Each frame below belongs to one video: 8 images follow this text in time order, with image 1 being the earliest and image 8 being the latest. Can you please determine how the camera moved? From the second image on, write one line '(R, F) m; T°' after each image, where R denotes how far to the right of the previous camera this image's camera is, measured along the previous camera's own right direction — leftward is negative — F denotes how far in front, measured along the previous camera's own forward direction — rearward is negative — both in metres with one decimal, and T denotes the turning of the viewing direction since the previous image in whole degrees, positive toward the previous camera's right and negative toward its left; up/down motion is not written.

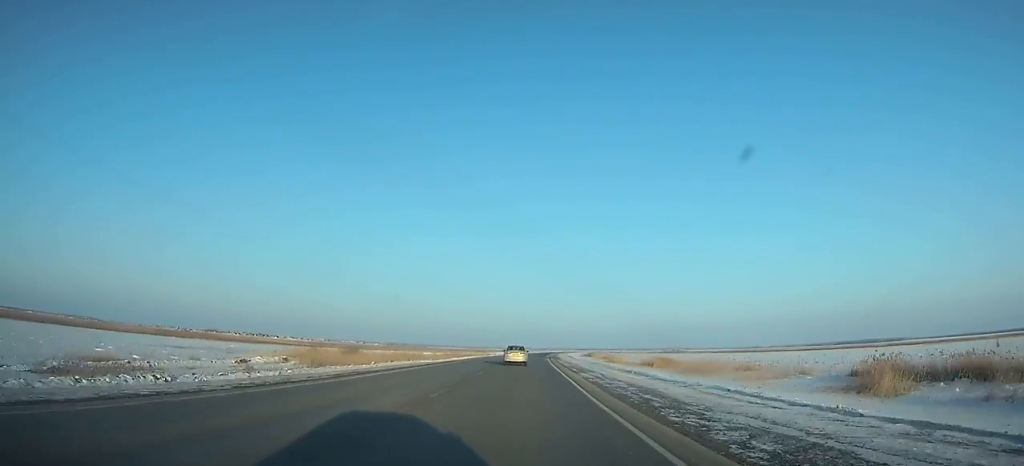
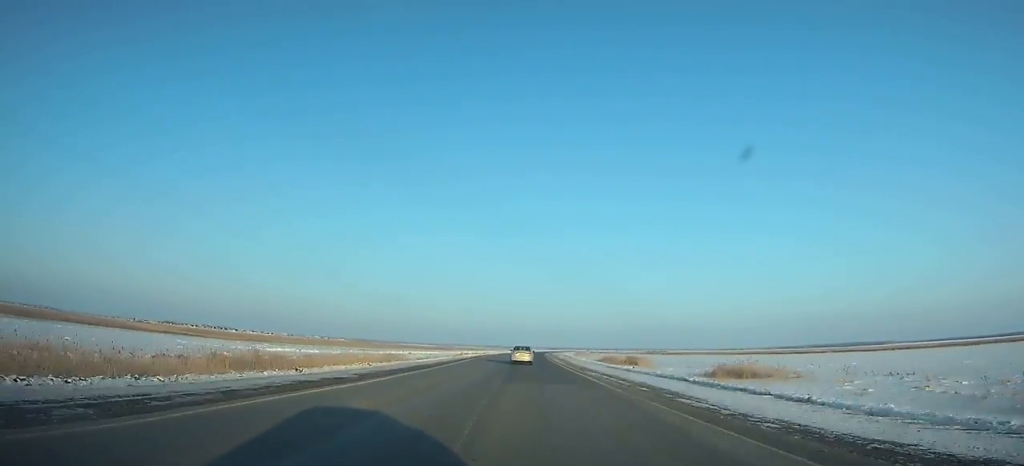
(+1.5, +109.8) m; +2°
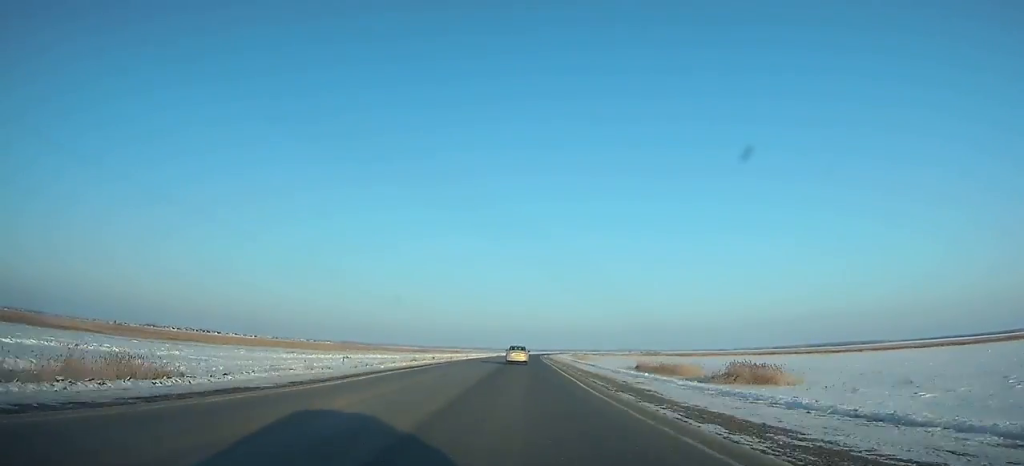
(+0.8, +51.5) m; +1°
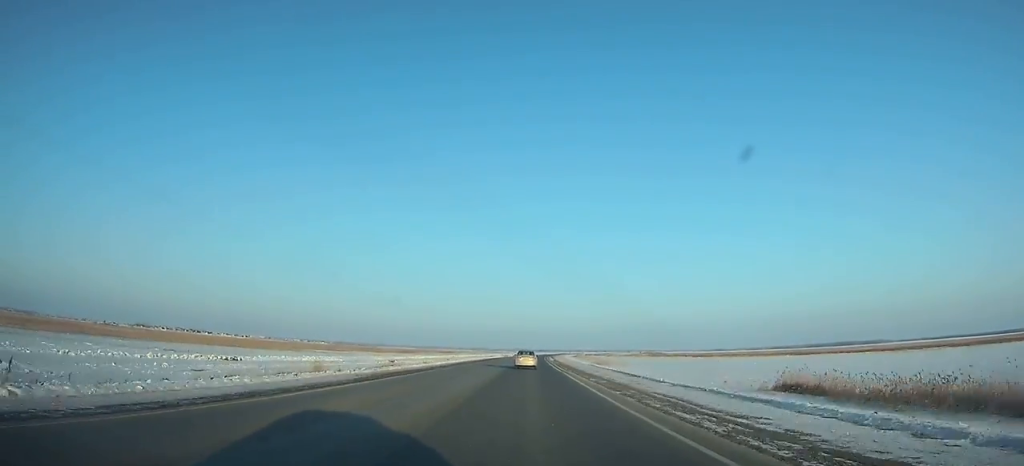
(+0.4, +46.6) m; +1°
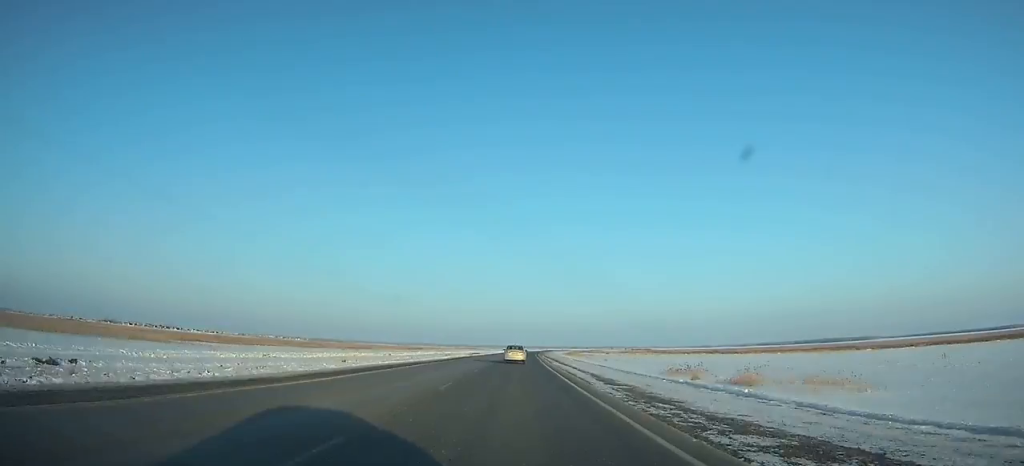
(+1.1, +80.8) m; +1°
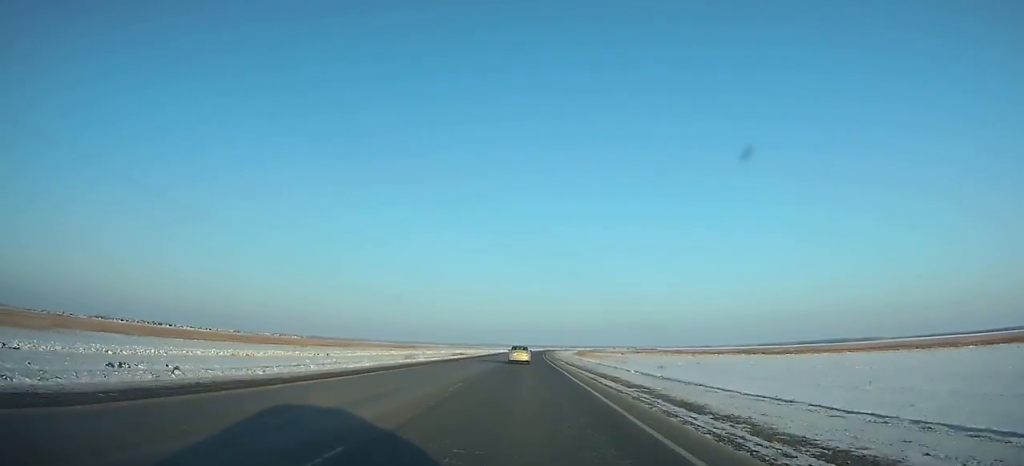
(+0.1, +48.9) m; +1°
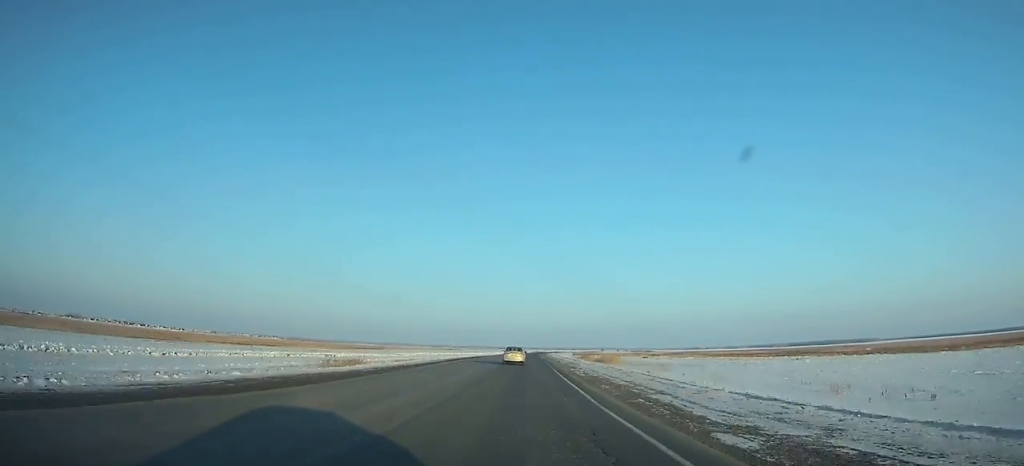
(+0.7, +83.3) m; +1°
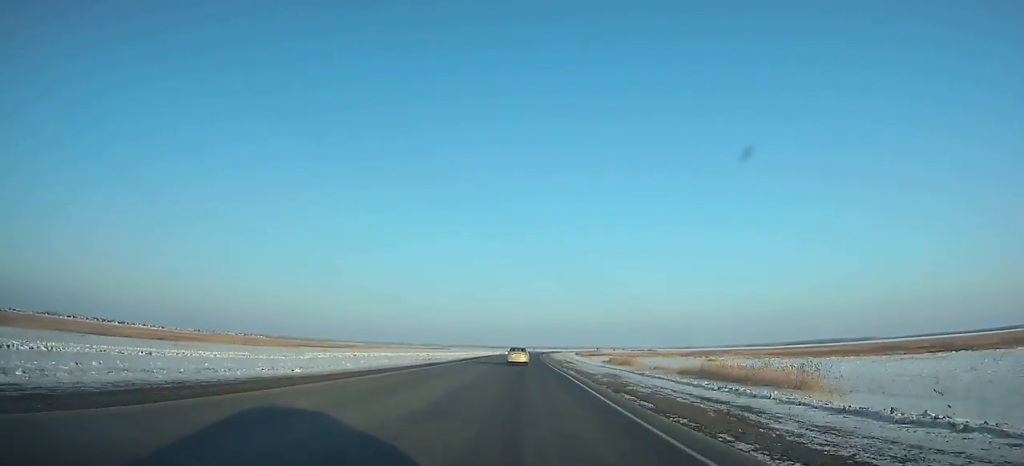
(+0.4, +78.6) m; +1°
